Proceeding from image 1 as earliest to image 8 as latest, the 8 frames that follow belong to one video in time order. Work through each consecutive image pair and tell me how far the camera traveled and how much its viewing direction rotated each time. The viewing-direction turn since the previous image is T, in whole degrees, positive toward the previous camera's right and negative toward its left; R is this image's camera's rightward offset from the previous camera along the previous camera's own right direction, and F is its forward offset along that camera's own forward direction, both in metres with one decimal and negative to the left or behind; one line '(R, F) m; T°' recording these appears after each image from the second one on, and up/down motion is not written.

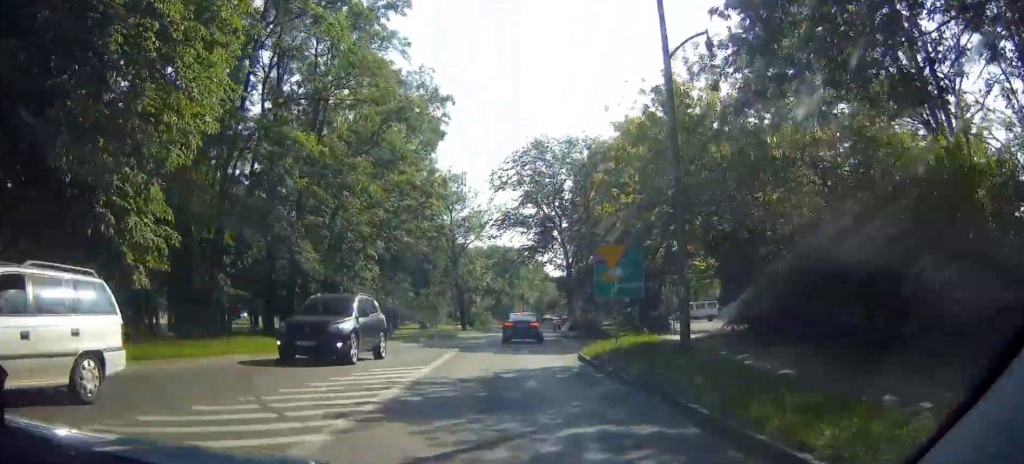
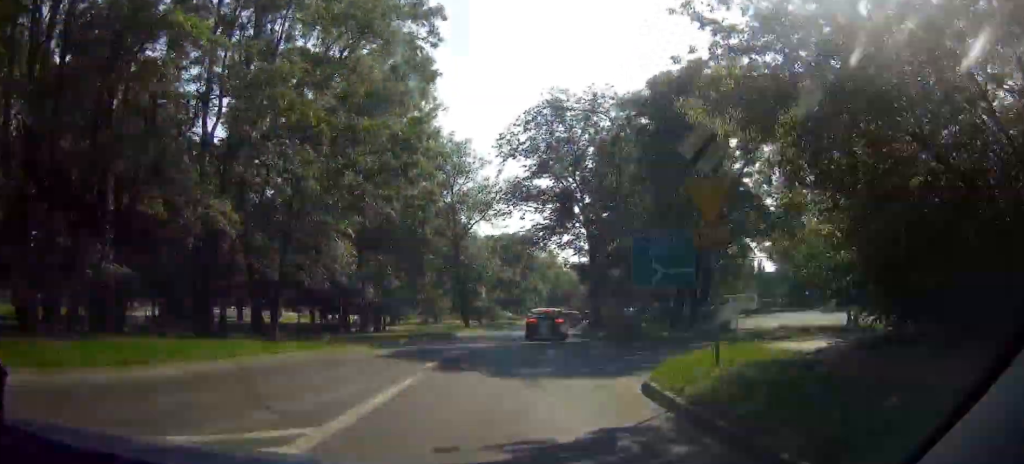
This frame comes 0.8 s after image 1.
(0.0, +9.3) m; 0°
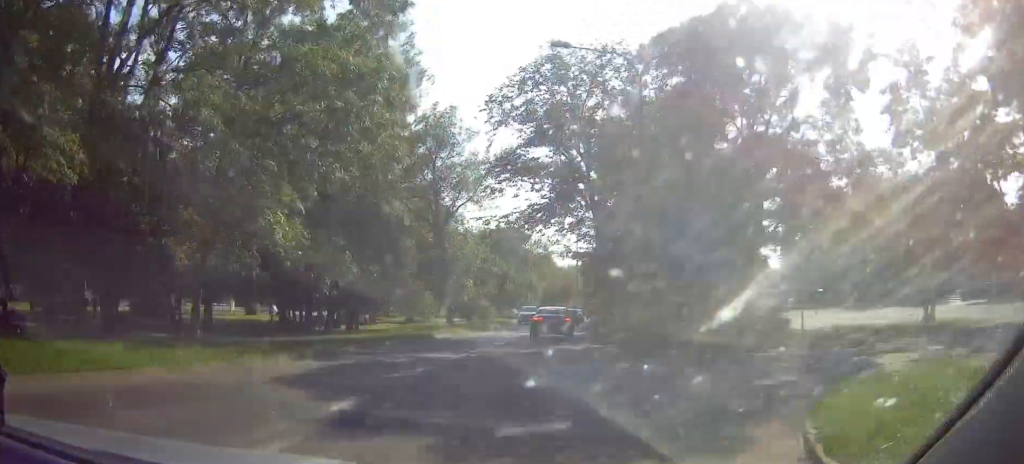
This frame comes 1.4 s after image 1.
(0.0, +7.3) m; 0°
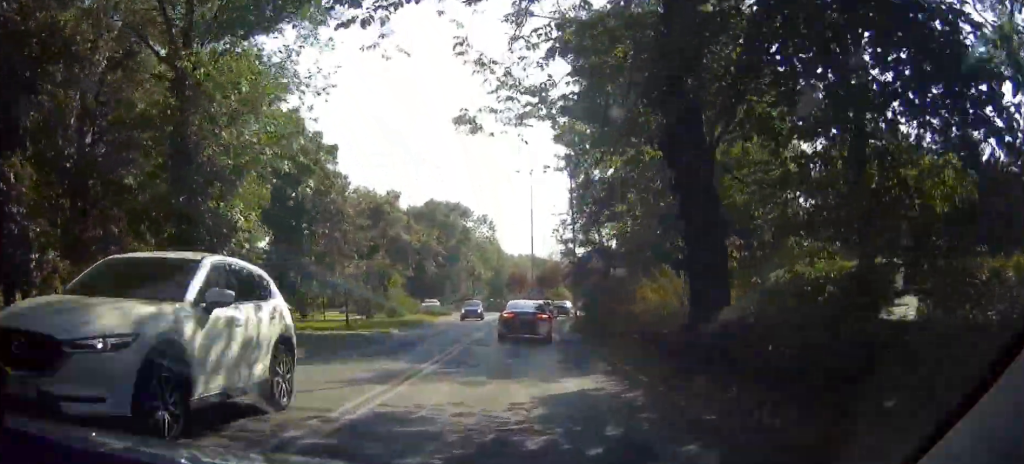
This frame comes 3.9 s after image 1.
(+0.2, +27.4) m; +2°
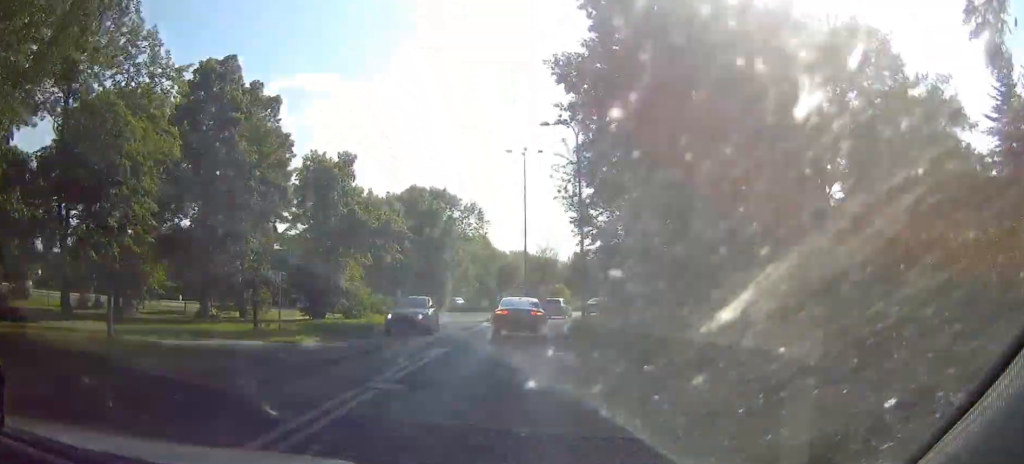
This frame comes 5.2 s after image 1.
(+0.2, +12.0) m; +1°
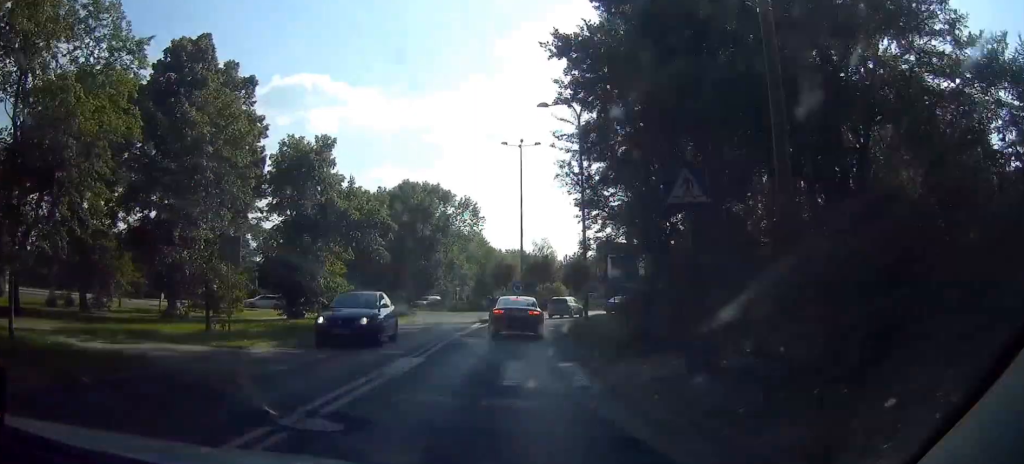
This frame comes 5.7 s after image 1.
(-0.1, +4.1) m; 0°
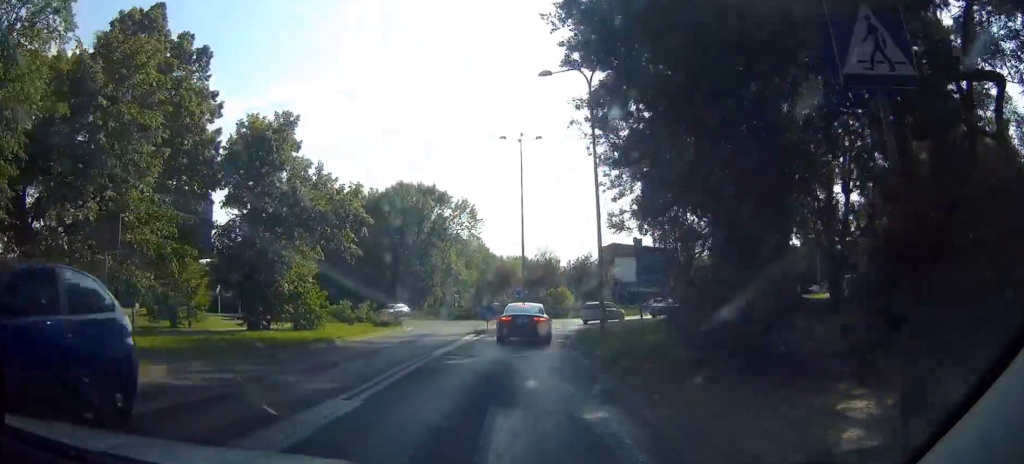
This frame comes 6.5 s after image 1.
(+0.1, +6.4) m; +1°
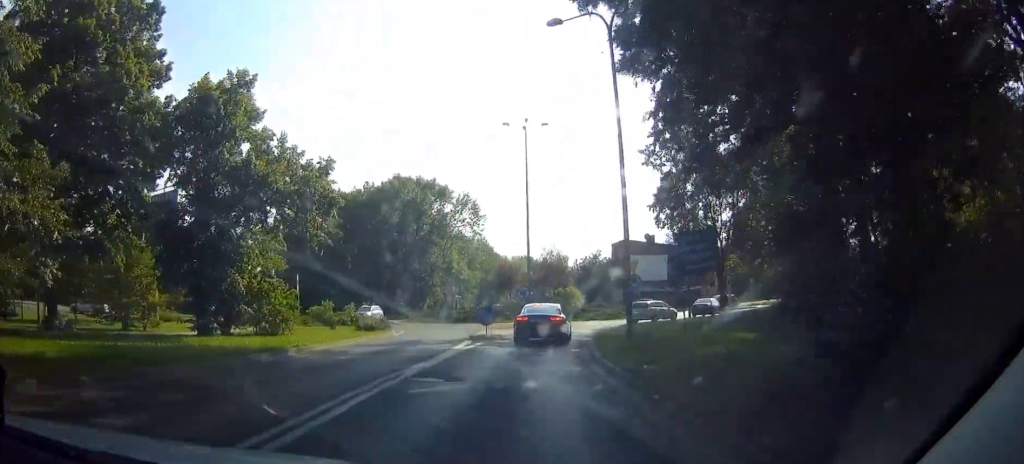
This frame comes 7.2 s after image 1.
(0.0, +5.5) m; 0°
